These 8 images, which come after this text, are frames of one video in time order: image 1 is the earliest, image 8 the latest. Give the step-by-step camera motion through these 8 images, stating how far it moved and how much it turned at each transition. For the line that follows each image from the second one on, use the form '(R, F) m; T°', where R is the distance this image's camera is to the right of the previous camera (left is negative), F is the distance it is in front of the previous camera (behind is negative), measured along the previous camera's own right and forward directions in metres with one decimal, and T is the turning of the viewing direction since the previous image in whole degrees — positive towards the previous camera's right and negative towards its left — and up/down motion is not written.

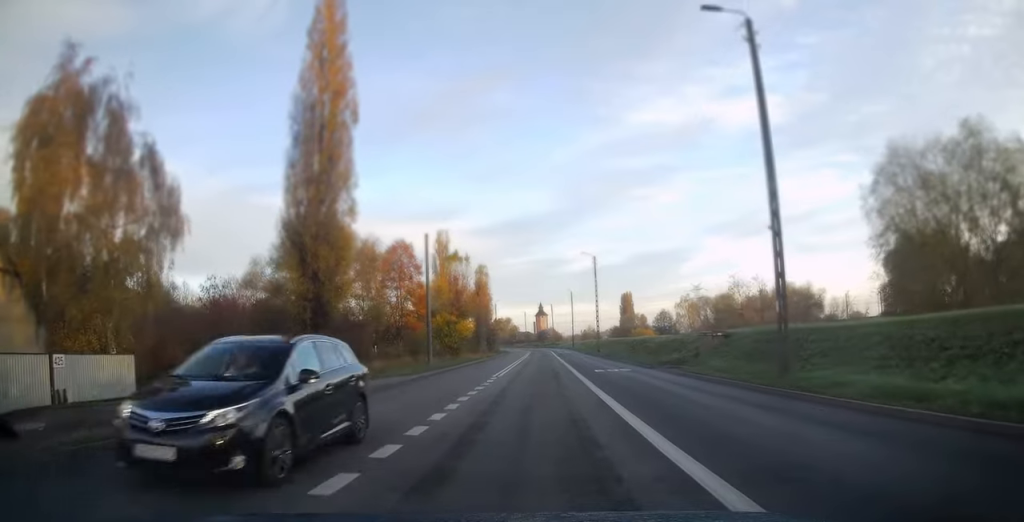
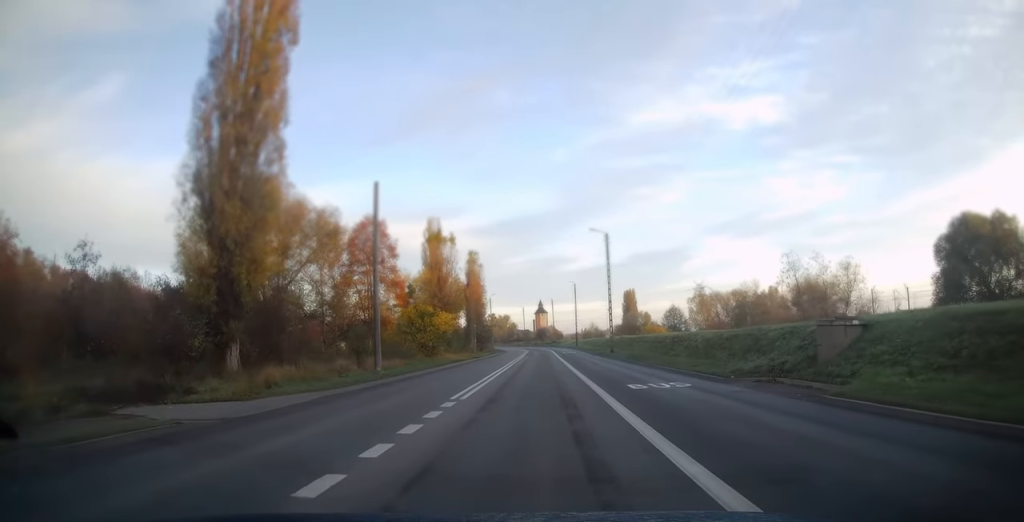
(0.0, +11.9) m; 0°
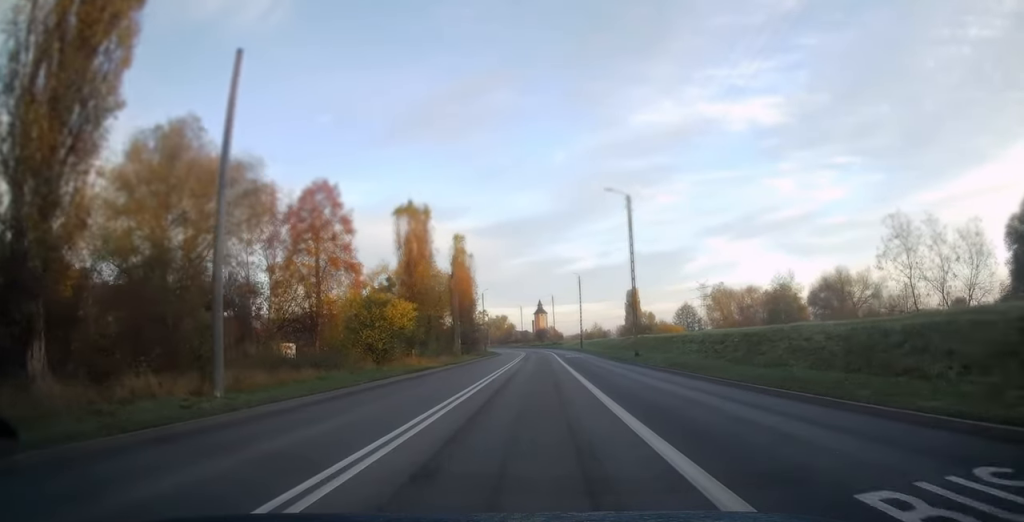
(0.0, +13.3) m; 0°
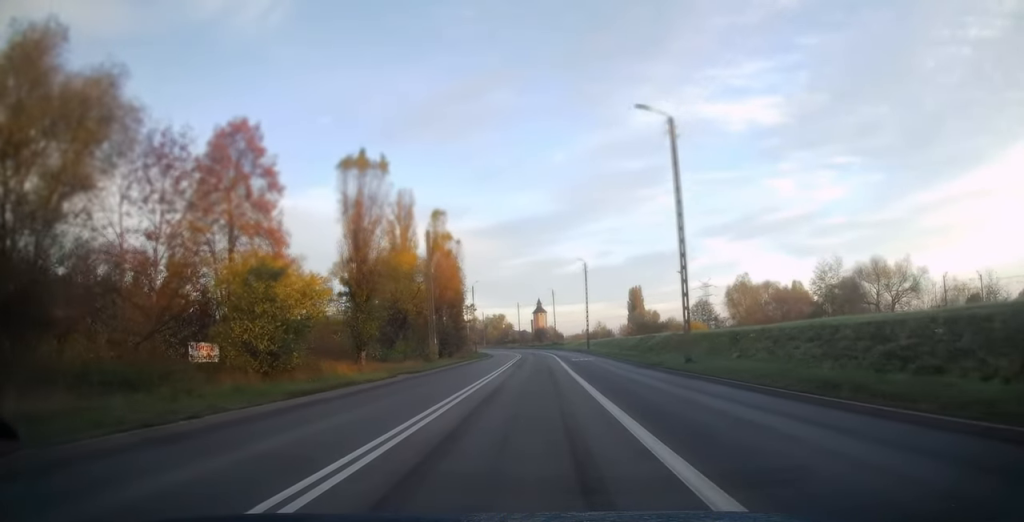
(0.0, +13.0) m; 0°
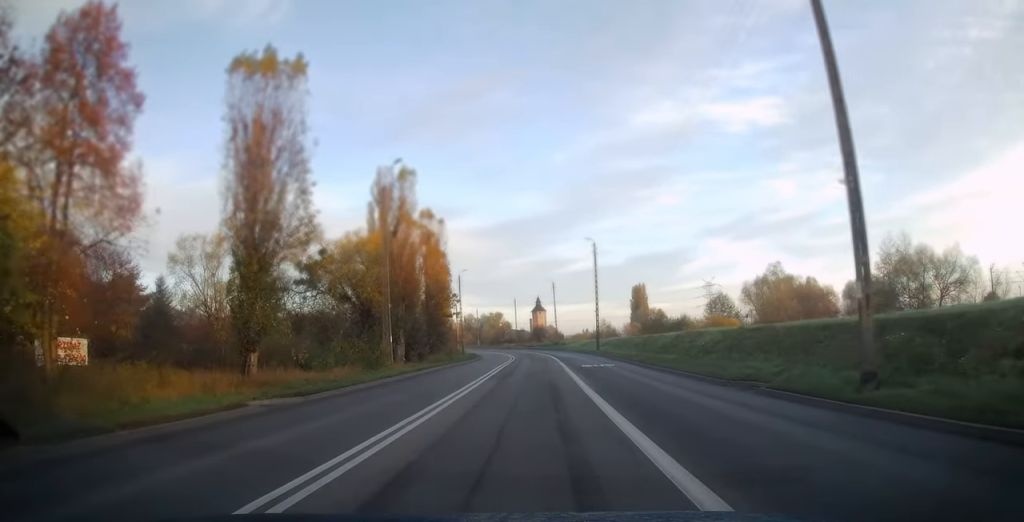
(0.0, +13.3) m; 0°
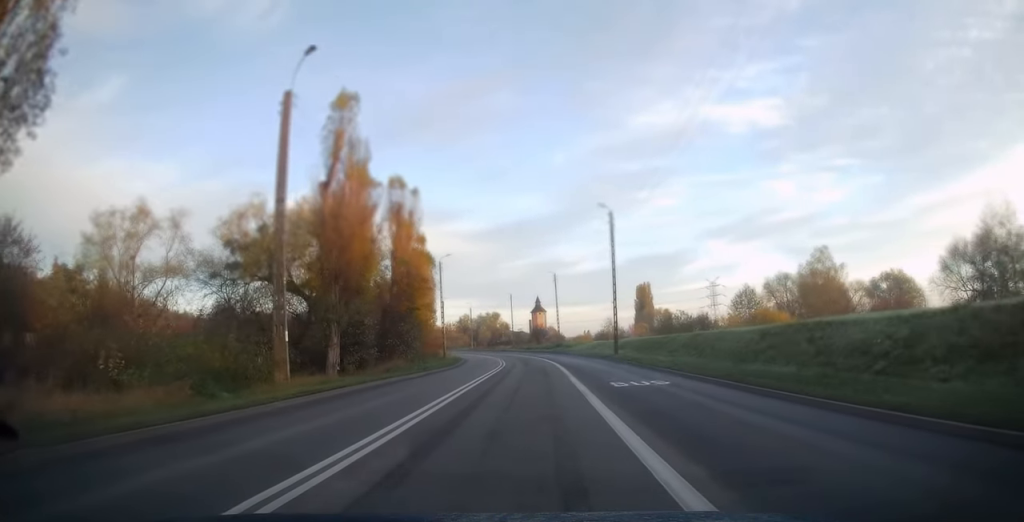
(0.0, +13.9) m; 0°
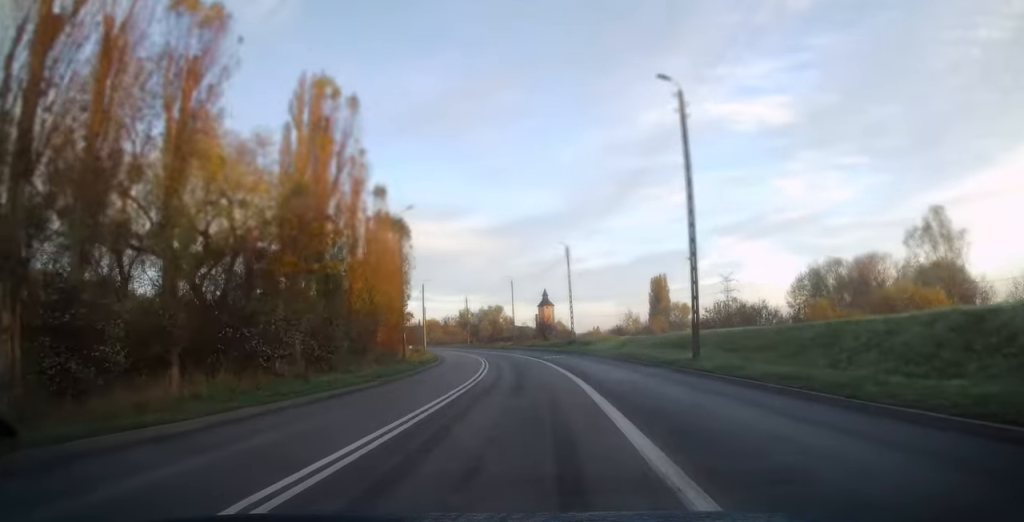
(-0.1, +20.2) m; -1°
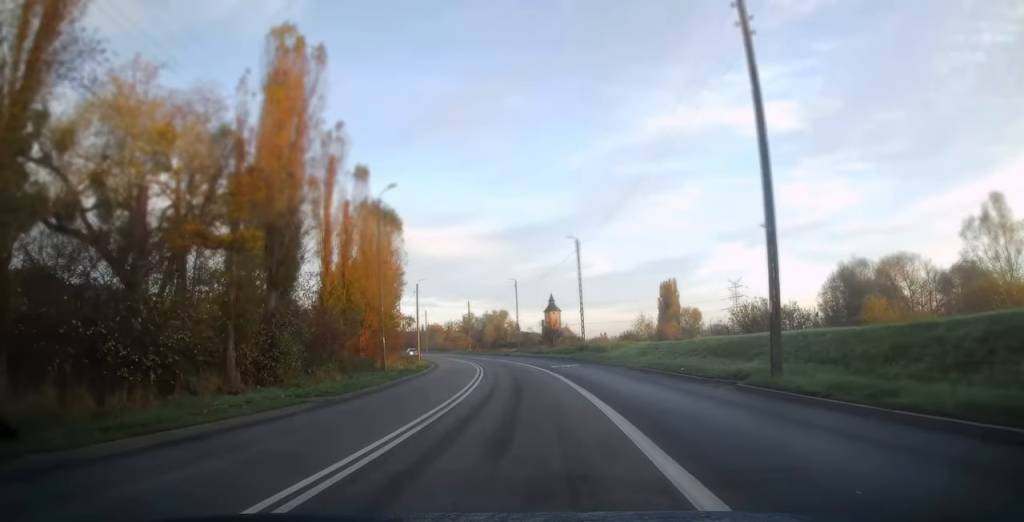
(0.0, +6.9) m; -1°
